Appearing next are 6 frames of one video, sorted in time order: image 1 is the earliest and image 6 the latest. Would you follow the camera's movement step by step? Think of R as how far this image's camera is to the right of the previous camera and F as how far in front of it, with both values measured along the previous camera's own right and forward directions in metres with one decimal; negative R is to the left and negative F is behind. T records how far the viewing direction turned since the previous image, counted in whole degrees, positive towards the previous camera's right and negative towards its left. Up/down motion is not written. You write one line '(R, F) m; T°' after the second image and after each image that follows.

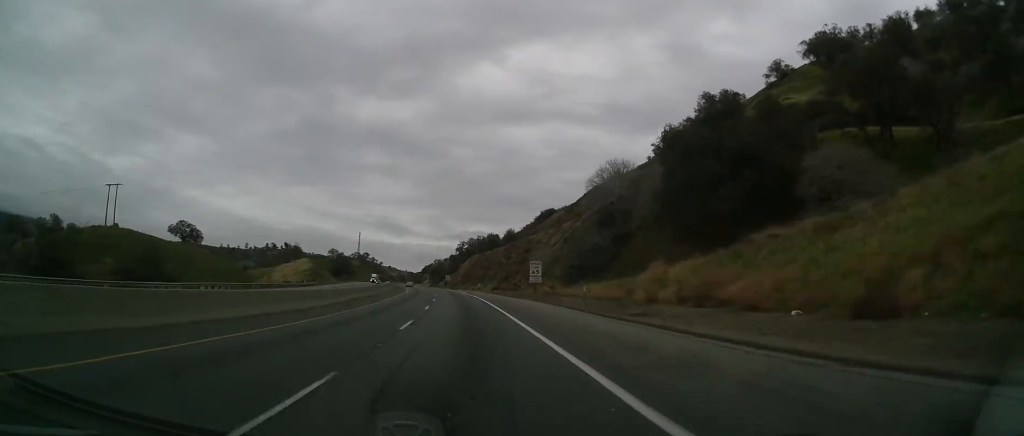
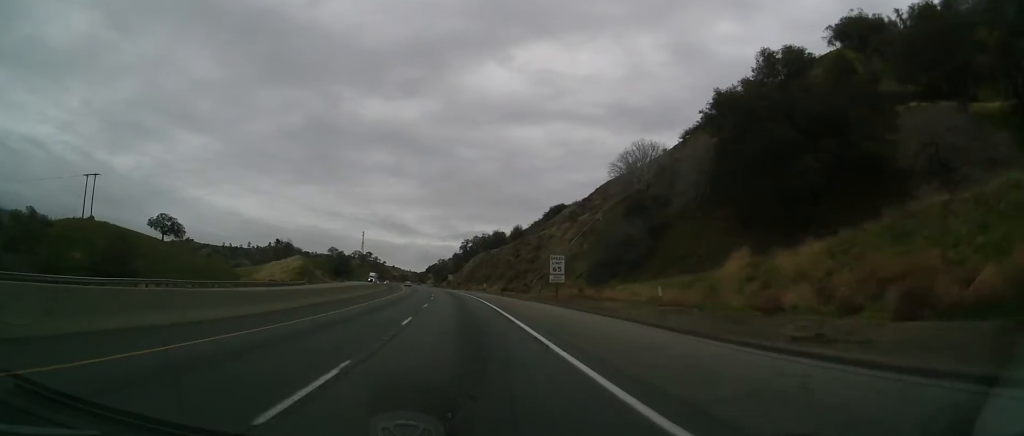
(+0.1, +12.9) m; 0°
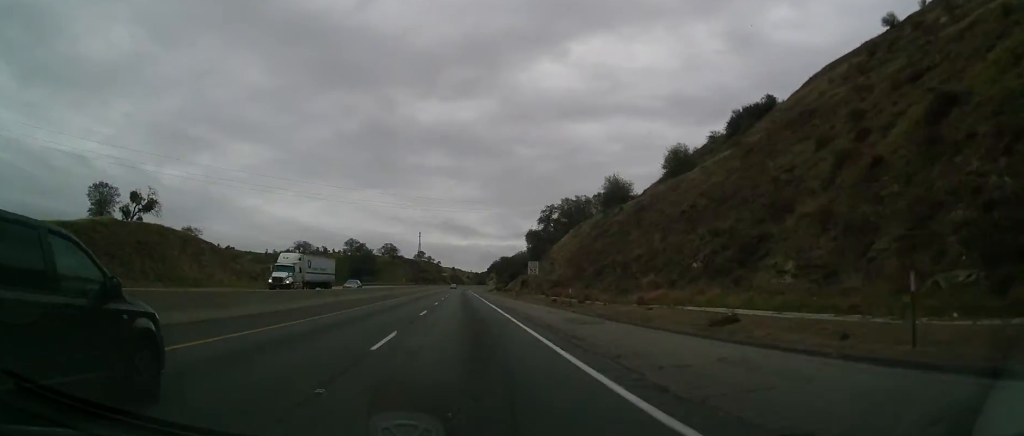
(-5.8, +108.5) m; -6°
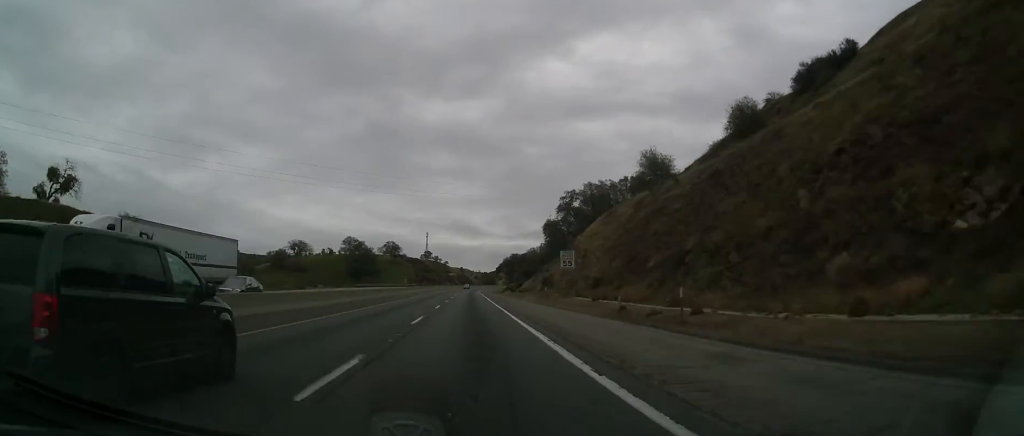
(-0.2, +20.2) m; -1°
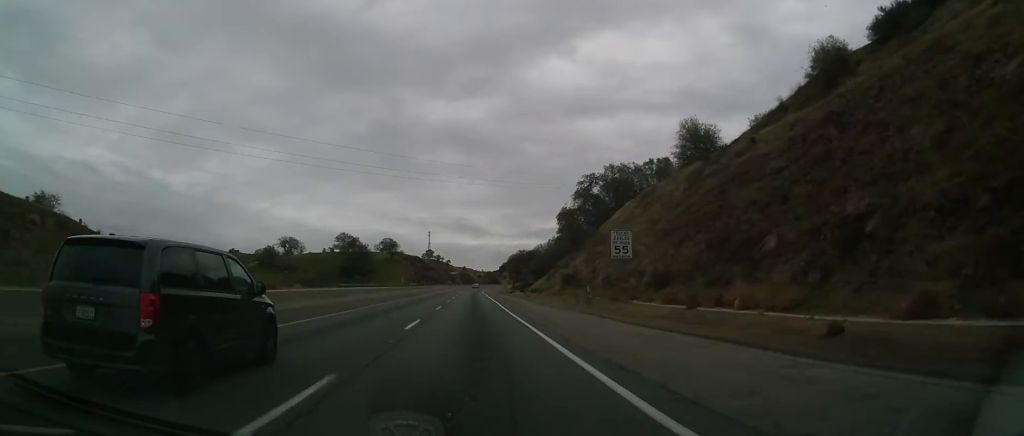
(-0.3, +17.5) m; -1°
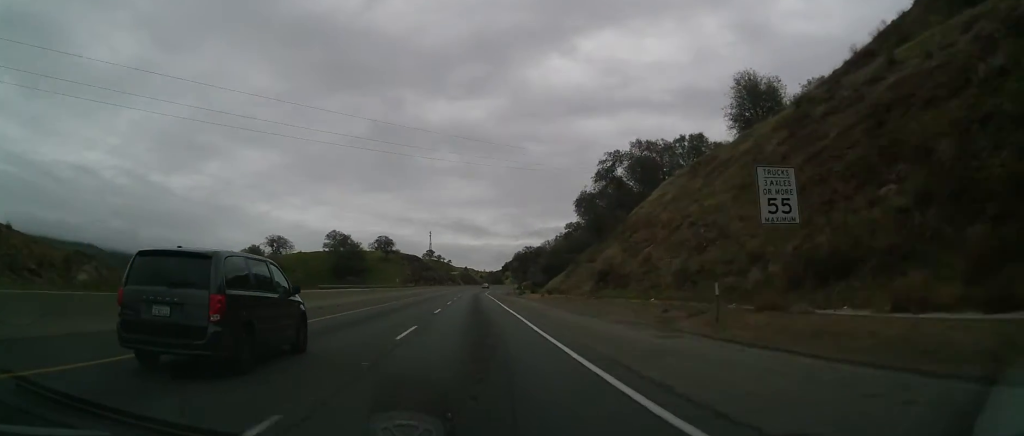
(-0.3, +17.6) m; 0°
